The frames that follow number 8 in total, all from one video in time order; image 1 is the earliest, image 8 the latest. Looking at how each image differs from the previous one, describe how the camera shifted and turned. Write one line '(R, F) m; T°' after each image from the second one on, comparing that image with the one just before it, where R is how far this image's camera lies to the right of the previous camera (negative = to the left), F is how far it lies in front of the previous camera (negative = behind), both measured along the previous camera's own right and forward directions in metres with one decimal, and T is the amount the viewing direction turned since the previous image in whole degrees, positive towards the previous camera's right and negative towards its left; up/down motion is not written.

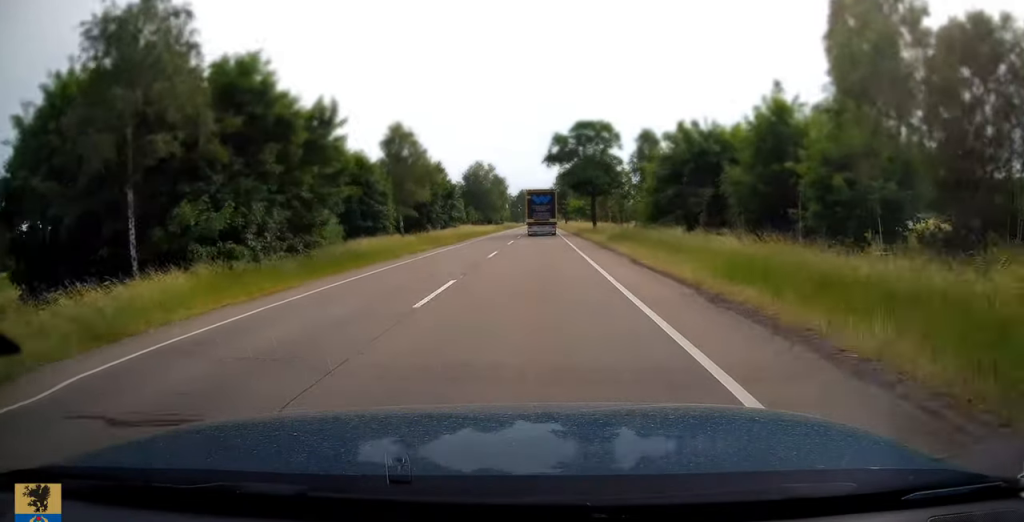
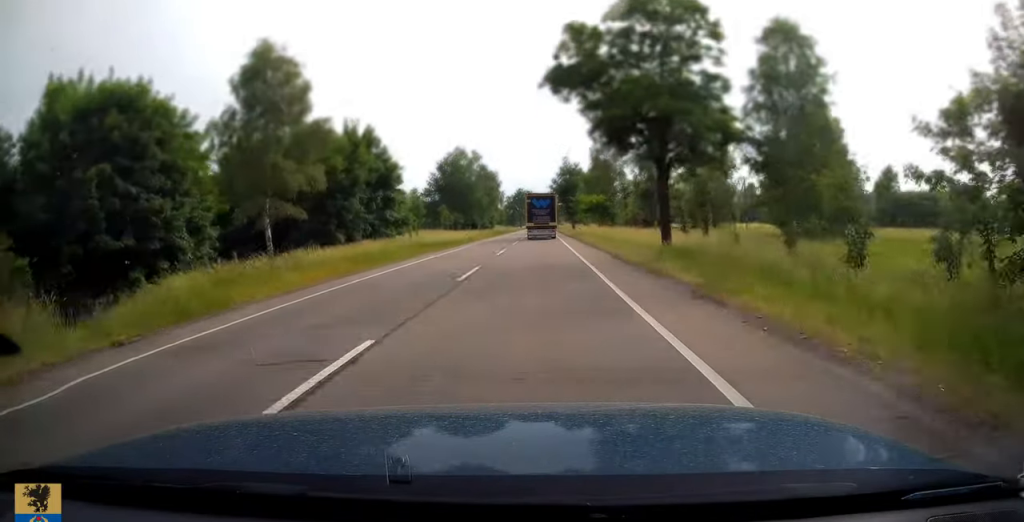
(+0.1, +31.9) m; 0°
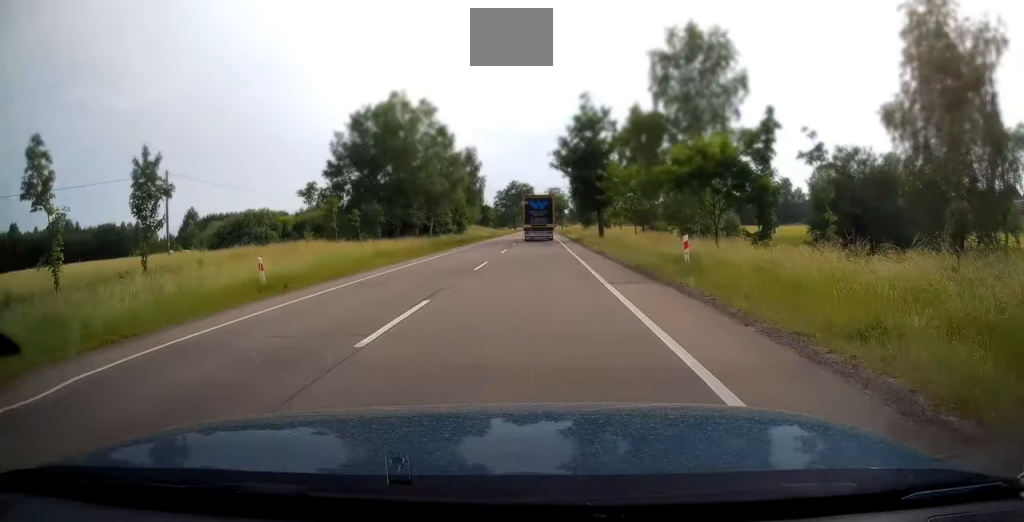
(+0.2, +45.7) m; 0°
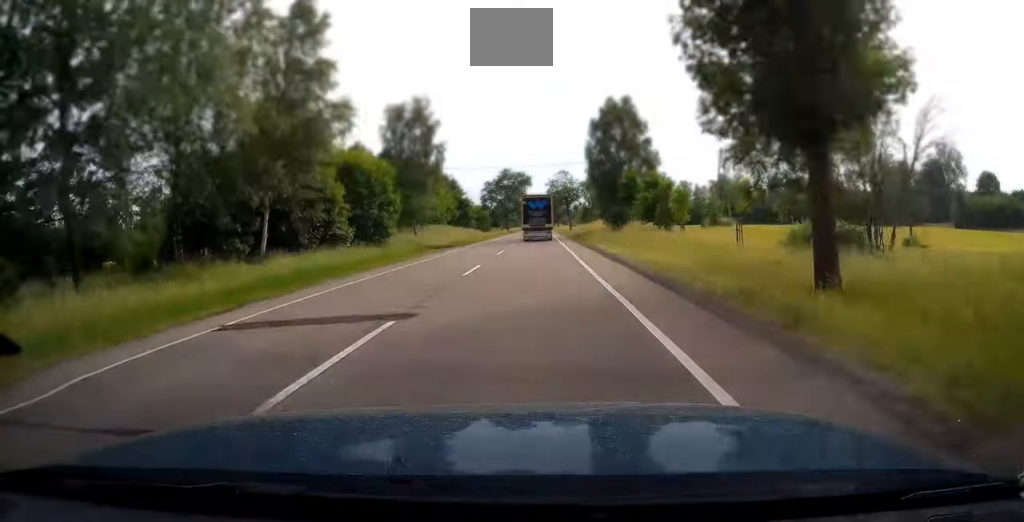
(-0.3, +39.5) m; 0°
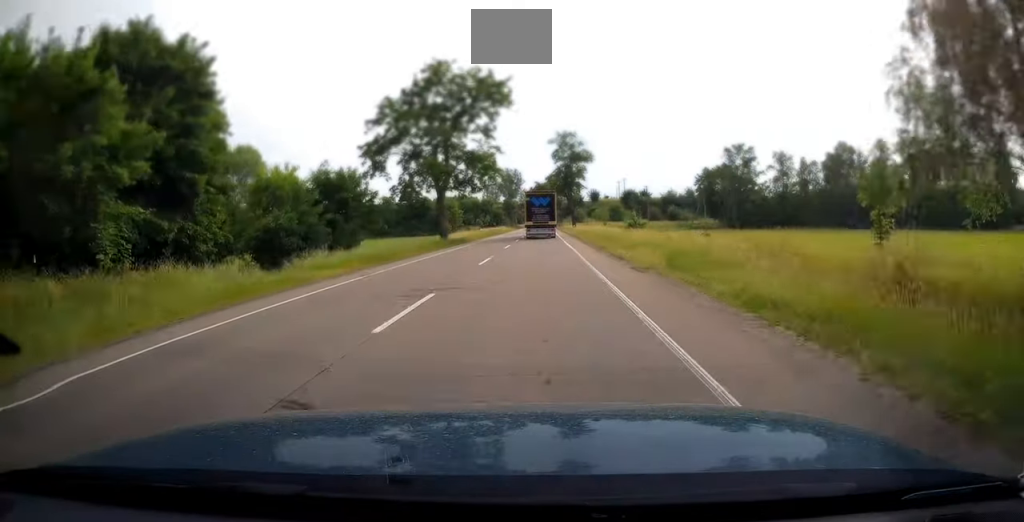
(+0.1, +96.5) m; 0°
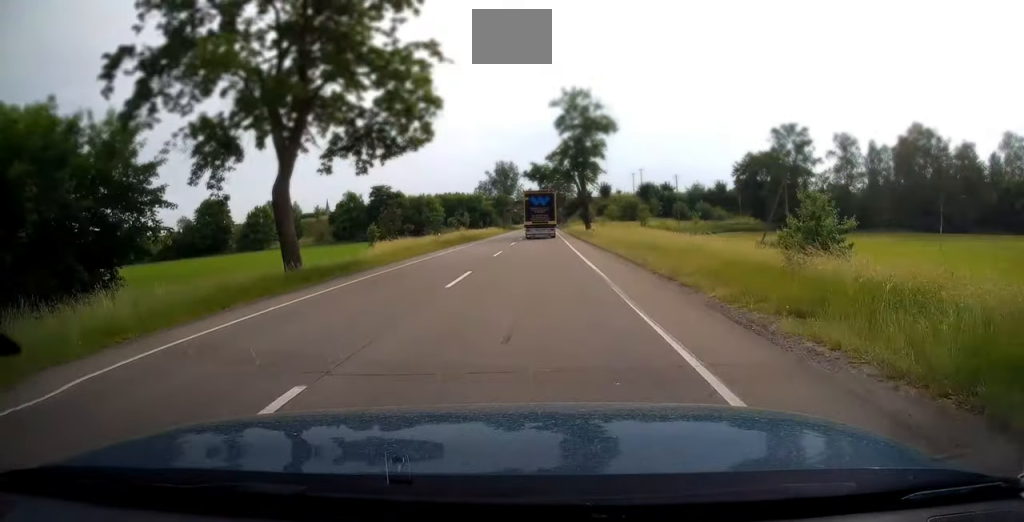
(+0.1, +31.4) m; 0°
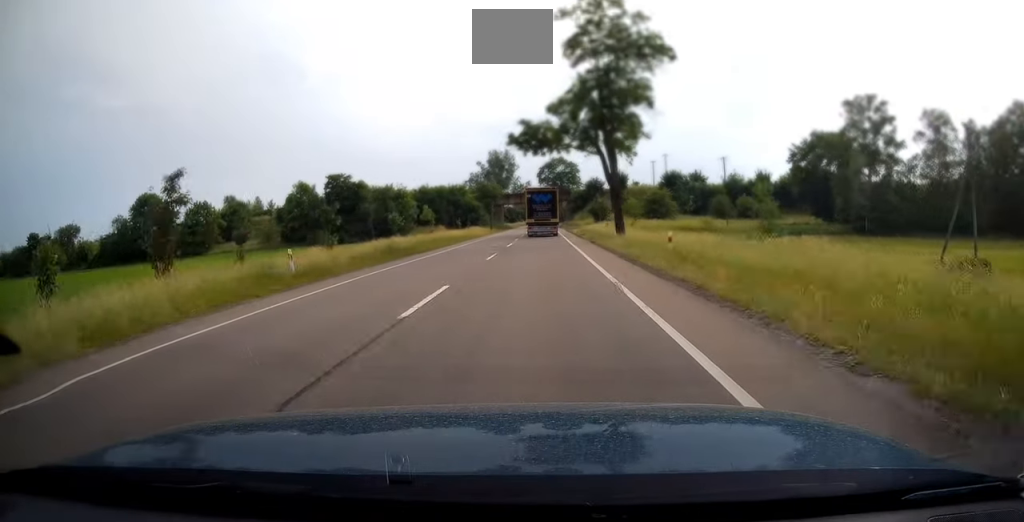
(+0.1, +29.2) m; 0°
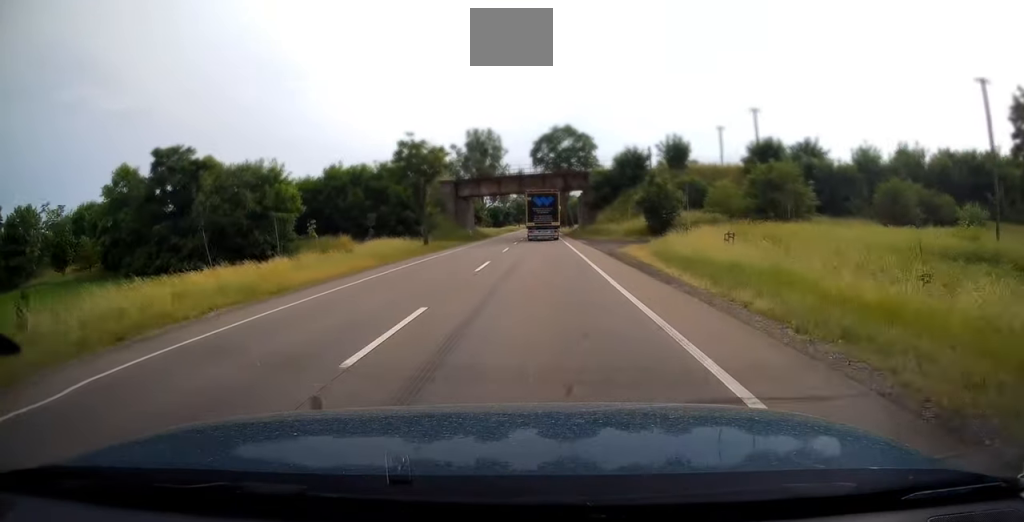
(-0.4, +52.2) m; 0°
